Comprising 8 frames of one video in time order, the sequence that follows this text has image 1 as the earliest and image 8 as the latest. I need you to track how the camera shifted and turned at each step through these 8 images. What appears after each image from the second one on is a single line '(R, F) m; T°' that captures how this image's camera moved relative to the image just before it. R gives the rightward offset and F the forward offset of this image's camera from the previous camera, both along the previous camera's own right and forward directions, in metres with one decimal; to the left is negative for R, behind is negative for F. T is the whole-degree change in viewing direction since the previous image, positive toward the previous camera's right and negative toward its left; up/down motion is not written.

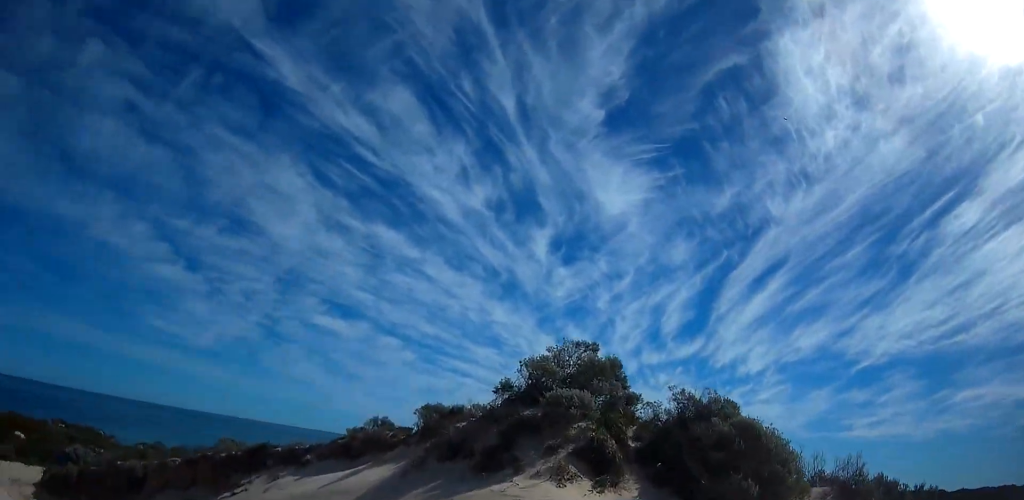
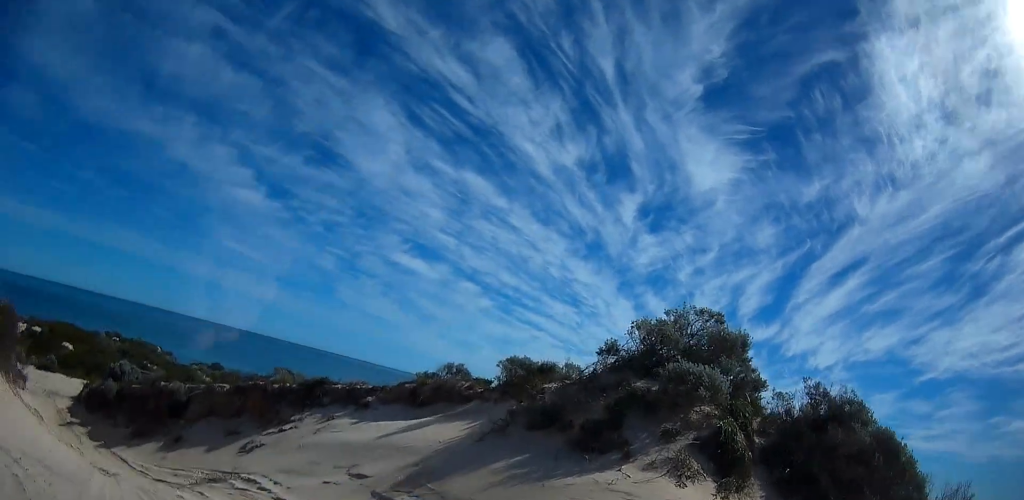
(-0.1, +1.7) m; -12°
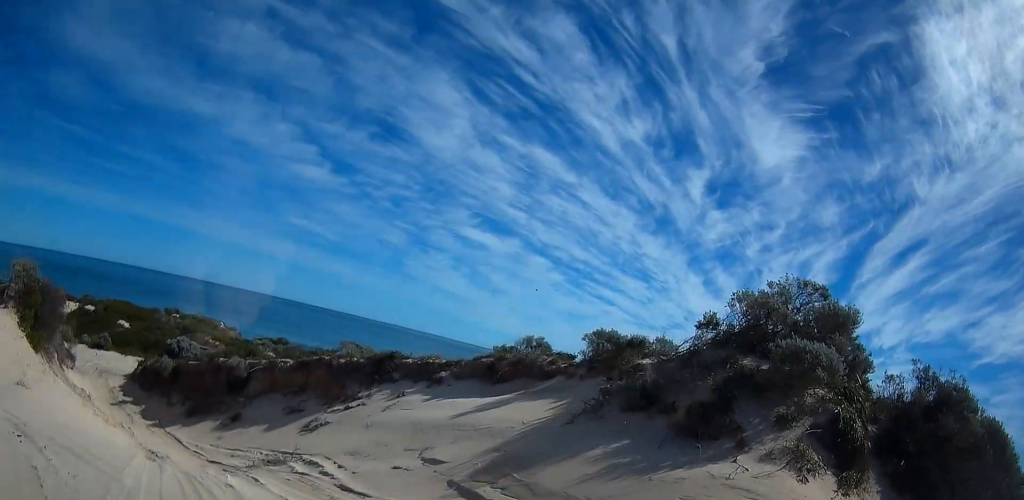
(0.0, +1.2) m; -13°
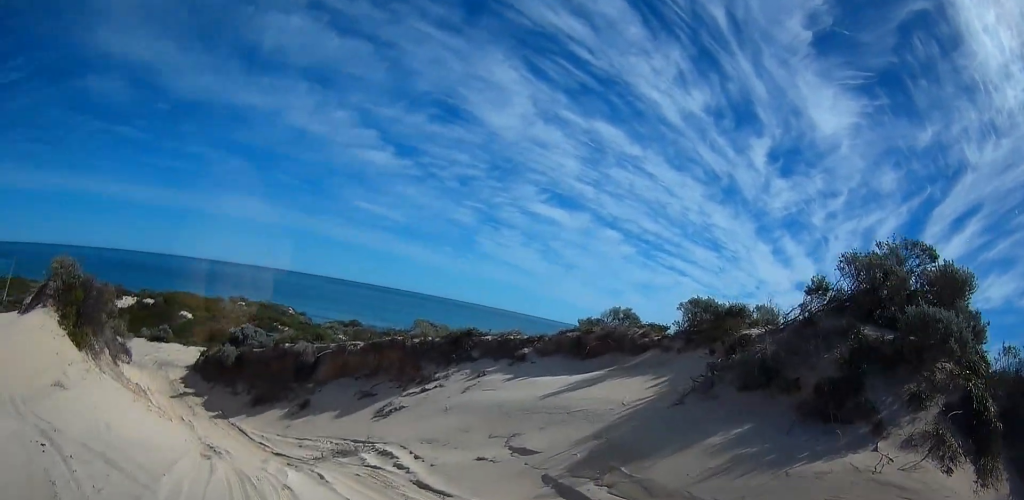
(-0.2, +0.9) m; -5°
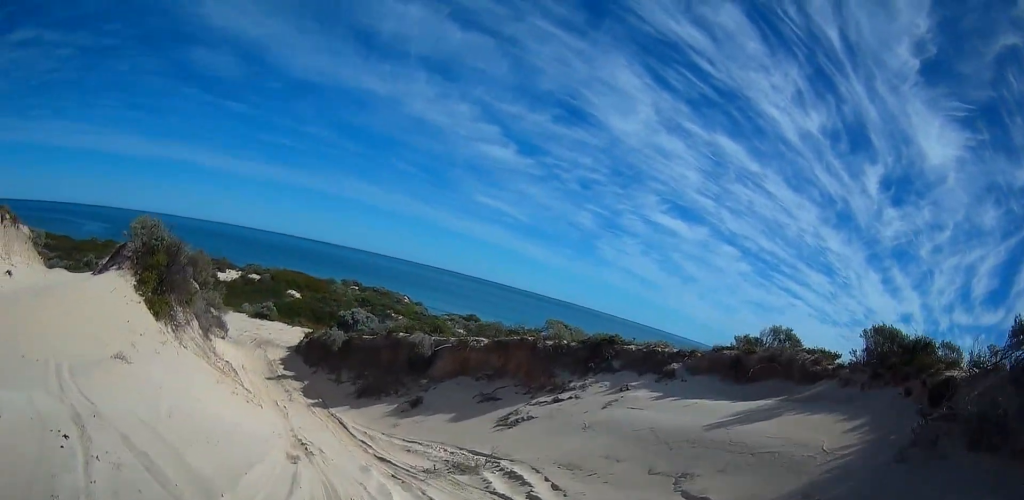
(-0.3, +1.5) m; -6°
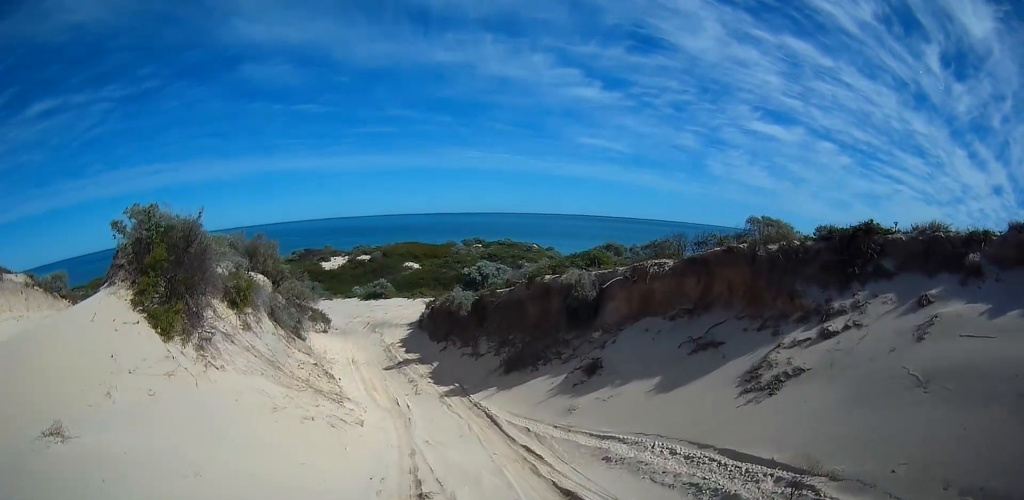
(0.0, +5.1) m; -4°
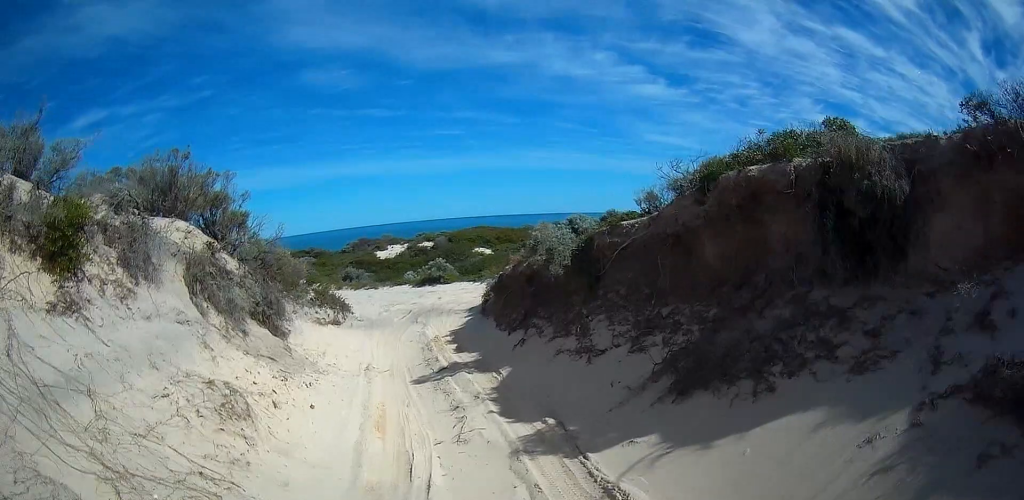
(-0.6, +8.0) m; -9°
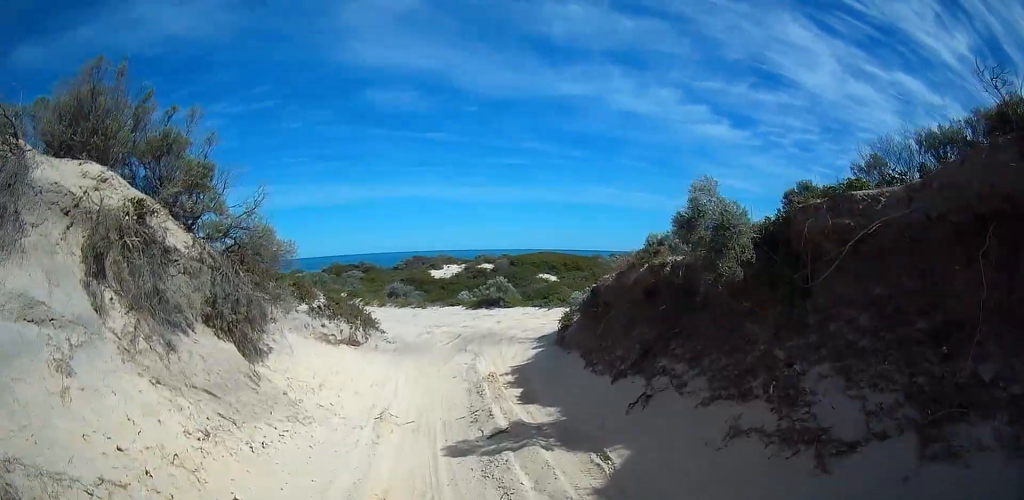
(-0.2, +4.6) m; -4°
